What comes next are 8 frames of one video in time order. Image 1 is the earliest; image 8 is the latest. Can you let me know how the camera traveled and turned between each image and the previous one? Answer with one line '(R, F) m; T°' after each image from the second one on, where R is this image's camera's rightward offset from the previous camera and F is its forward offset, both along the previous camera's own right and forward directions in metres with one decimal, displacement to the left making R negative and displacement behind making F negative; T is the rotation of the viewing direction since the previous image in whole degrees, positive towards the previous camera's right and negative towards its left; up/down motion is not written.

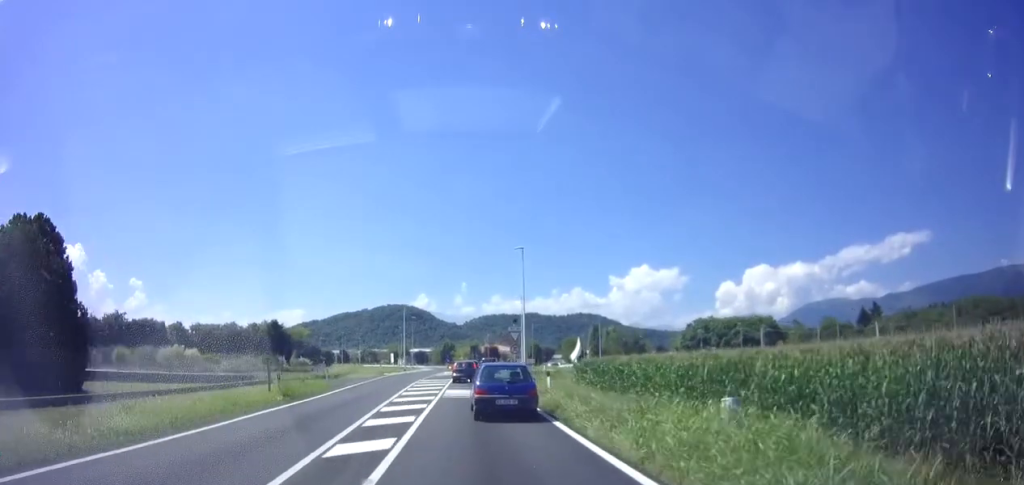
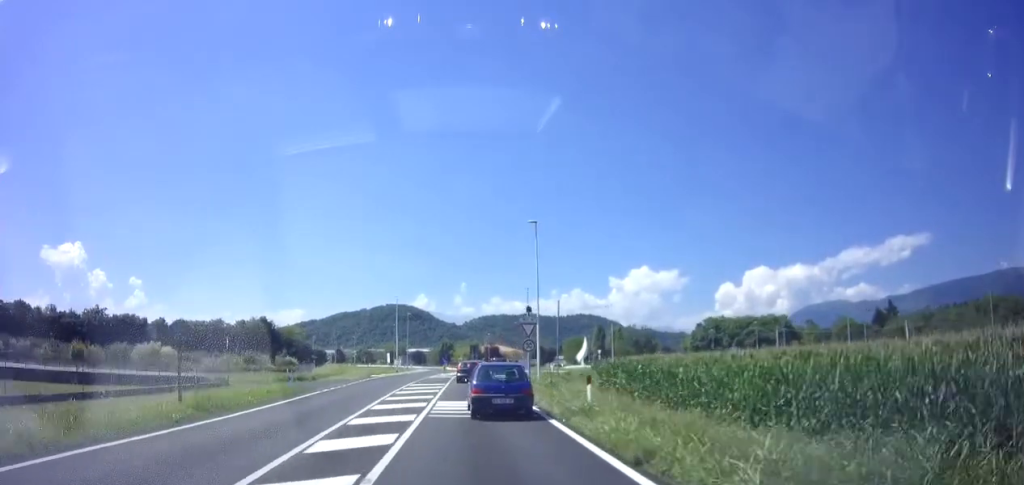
(-0.1, +7.1) m; -3°
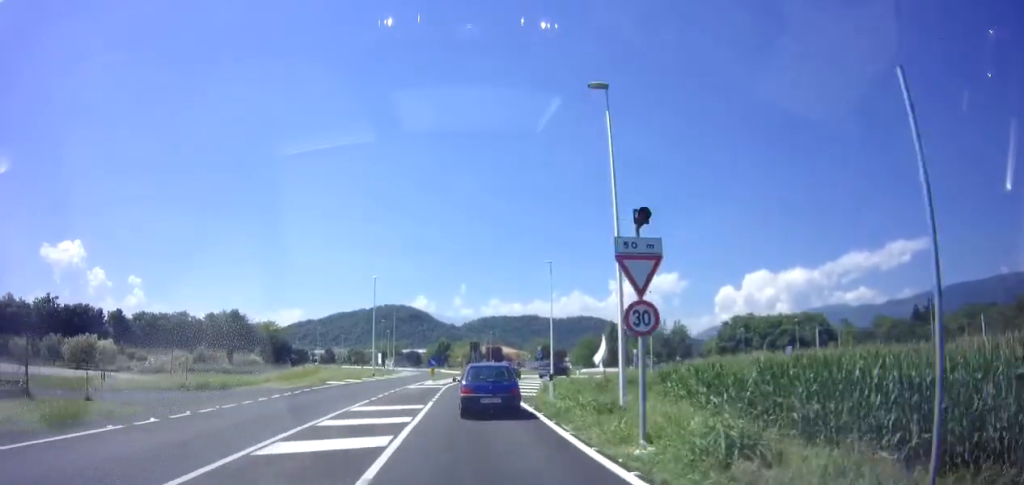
(+0.2, +15.5) m; +2°
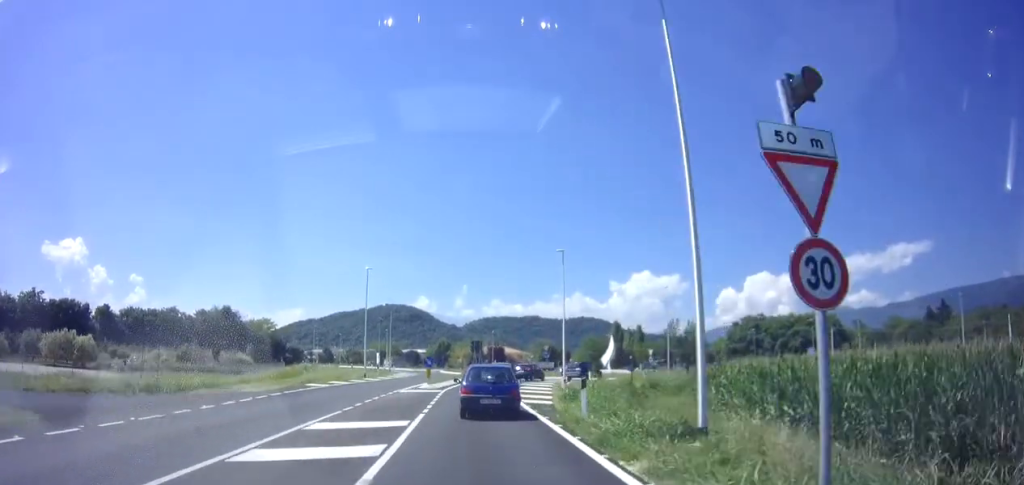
(-0.1, +4.7) m; -1°
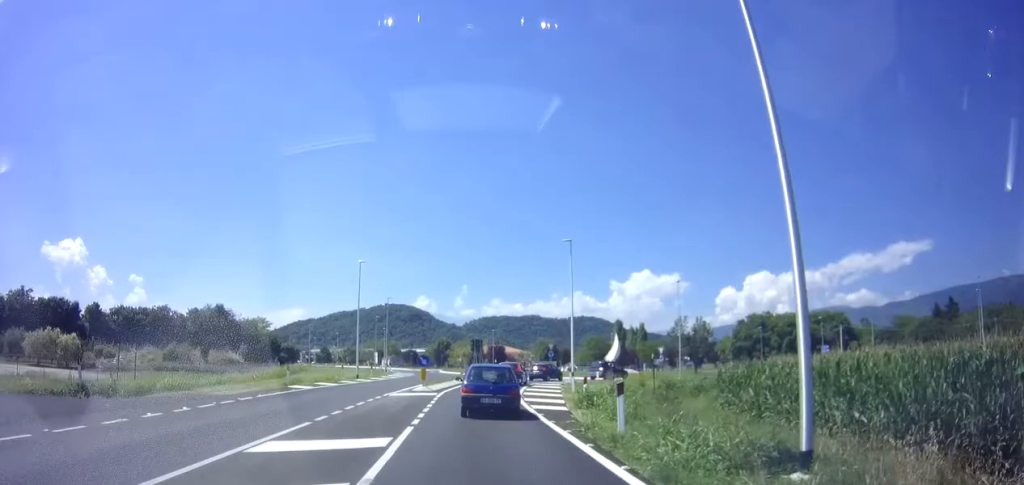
(-0.1, +3.0) m; -1°
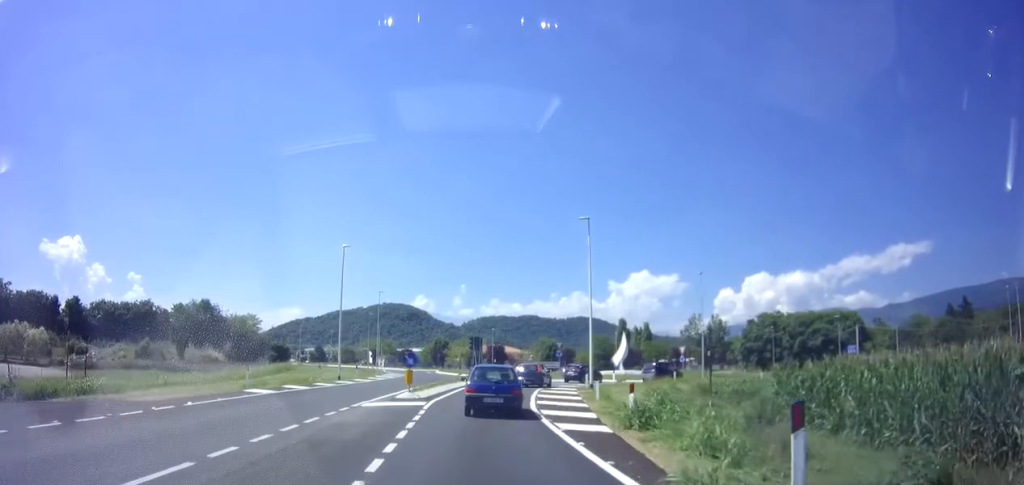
(0.0, +5.2) m; +1°
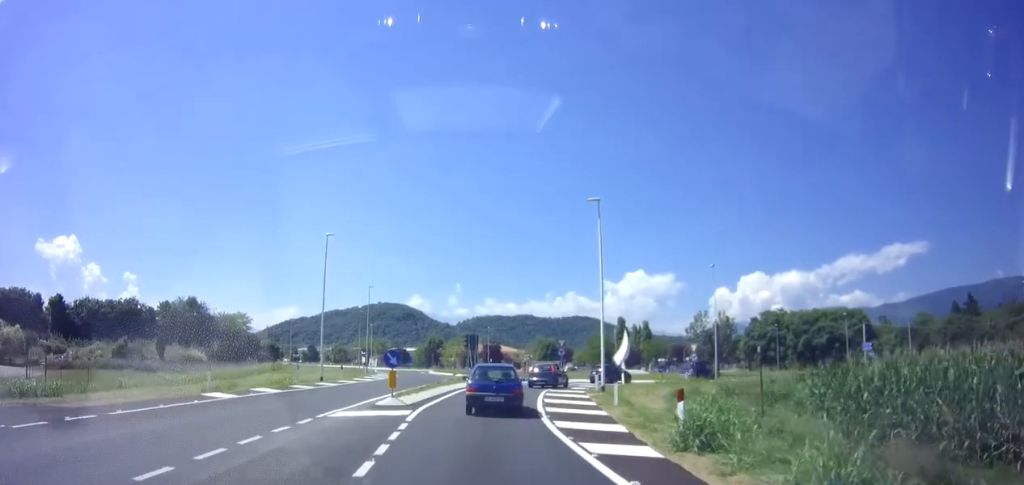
(0.0, +3.3) m; +1°
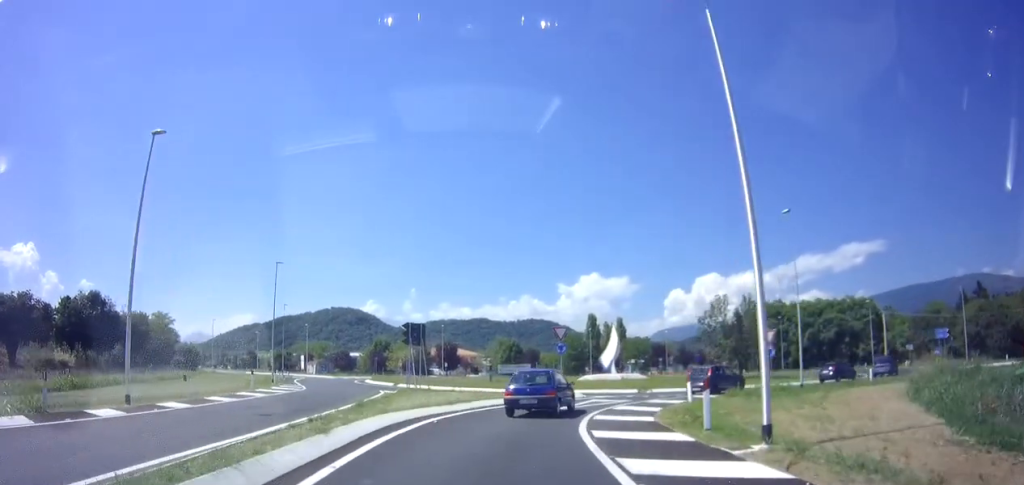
(+1.0, +16.8) m; +6°
